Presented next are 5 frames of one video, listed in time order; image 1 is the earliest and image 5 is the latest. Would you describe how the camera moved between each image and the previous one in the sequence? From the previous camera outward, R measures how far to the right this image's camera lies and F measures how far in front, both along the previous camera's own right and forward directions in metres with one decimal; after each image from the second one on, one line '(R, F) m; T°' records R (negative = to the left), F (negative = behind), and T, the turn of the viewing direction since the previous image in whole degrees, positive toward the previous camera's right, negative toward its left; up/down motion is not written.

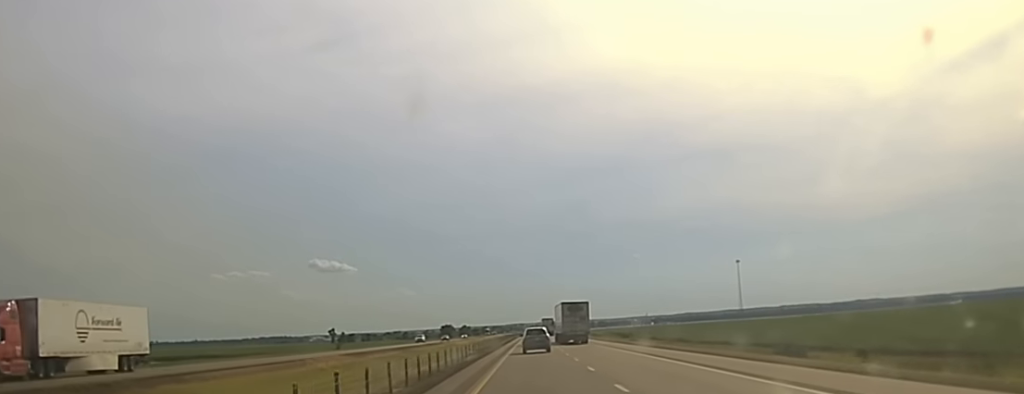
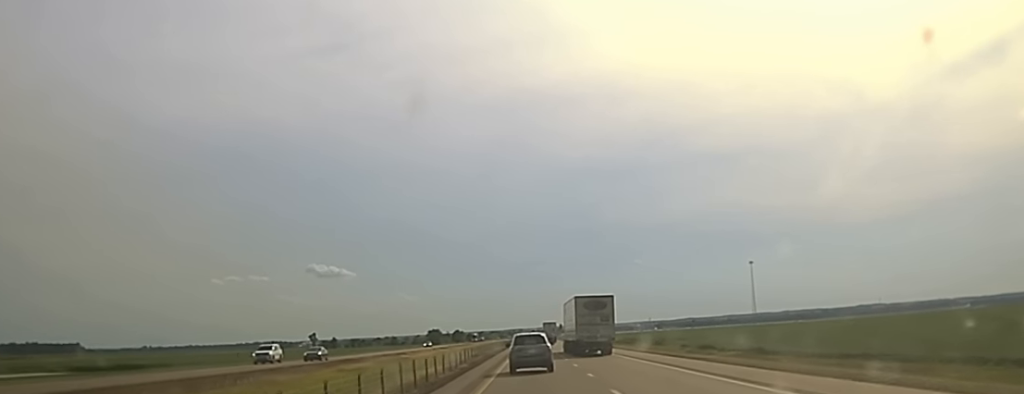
(-0.2, +81.9) m; 0°
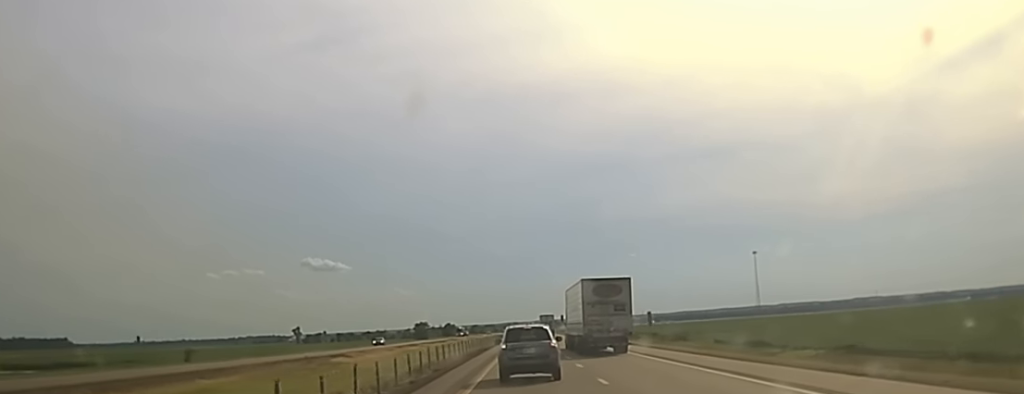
(+0.2, +41.8) m; 0°
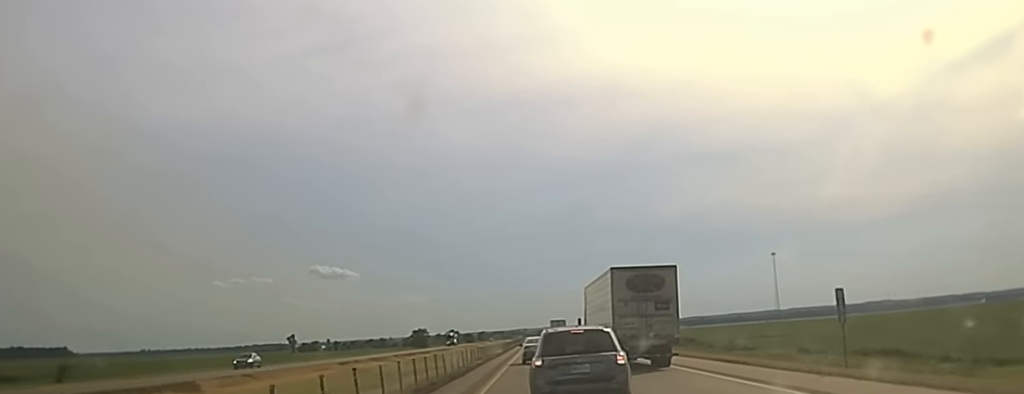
(0.0, +54.3) m; 0°
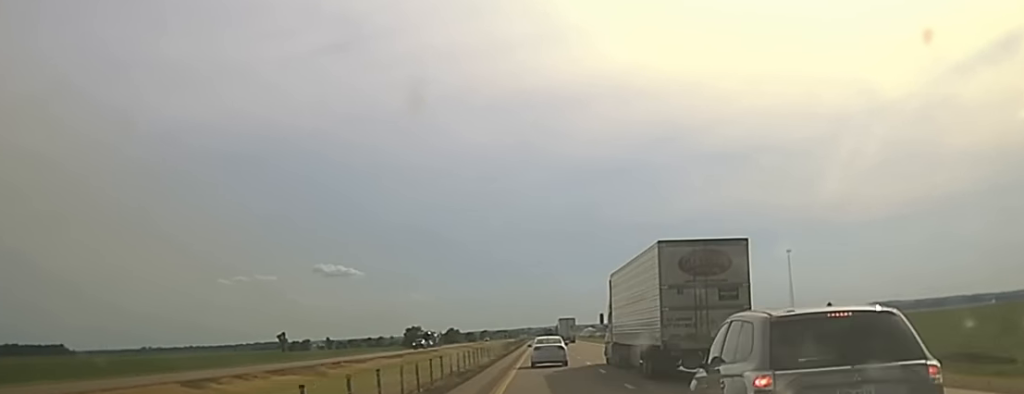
(-0.3, +50.2) m; 0°
